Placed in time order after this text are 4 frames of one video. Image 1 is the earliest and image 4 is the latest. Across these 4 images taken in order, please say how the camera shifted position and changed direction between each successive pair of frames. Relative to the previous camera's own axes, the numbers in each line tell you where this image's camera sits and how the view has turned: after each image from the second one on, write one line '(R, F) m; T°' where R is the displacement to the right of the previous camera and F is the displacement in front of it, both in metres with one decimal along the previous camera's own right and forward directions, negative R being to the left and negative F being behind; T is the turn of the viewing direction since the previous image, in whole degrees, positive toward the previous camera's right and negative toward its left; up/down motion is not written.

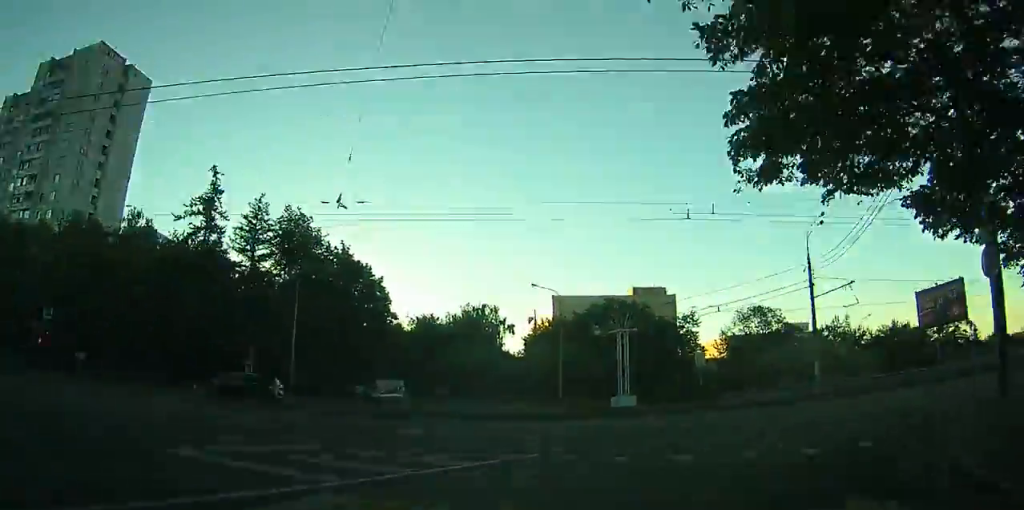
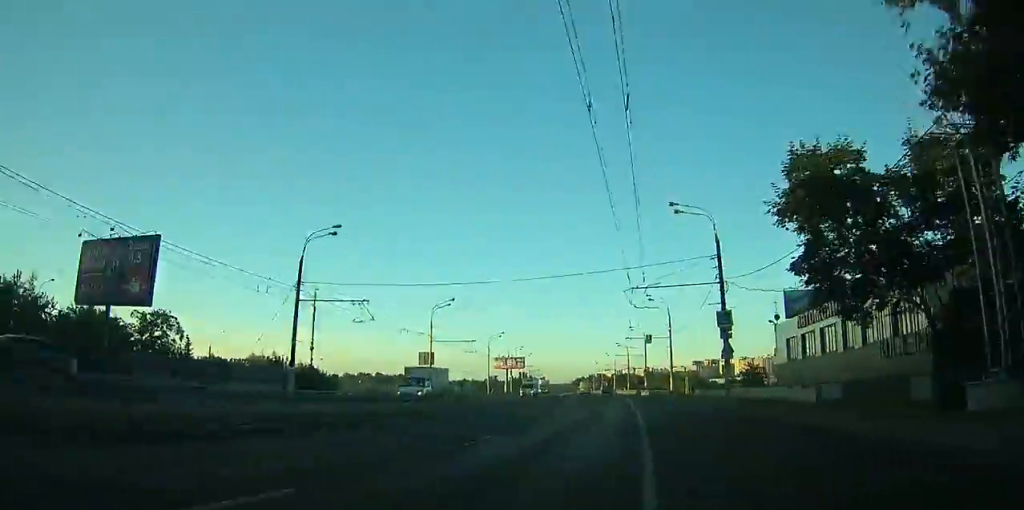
(+19.2, +18.8) m; +65°
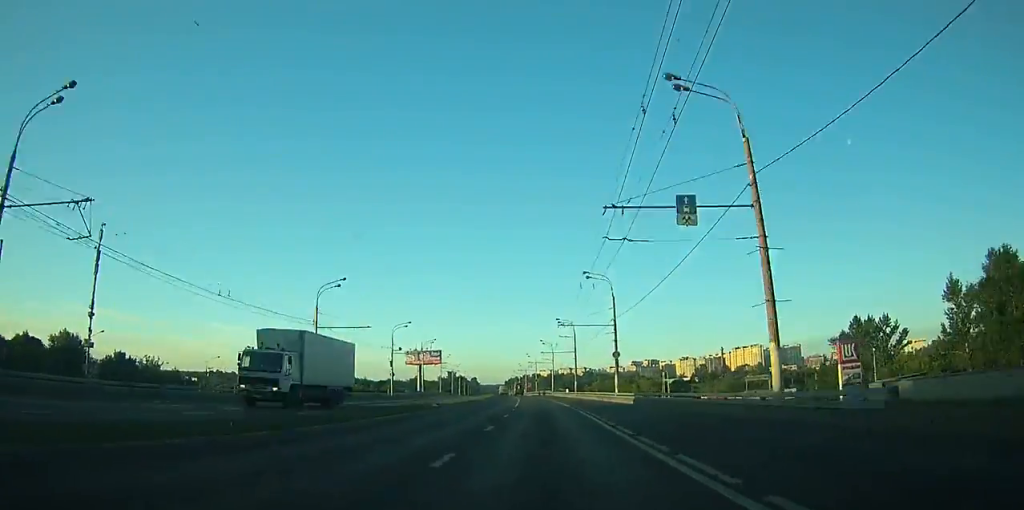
(+11.6, +49.1) m; +14°
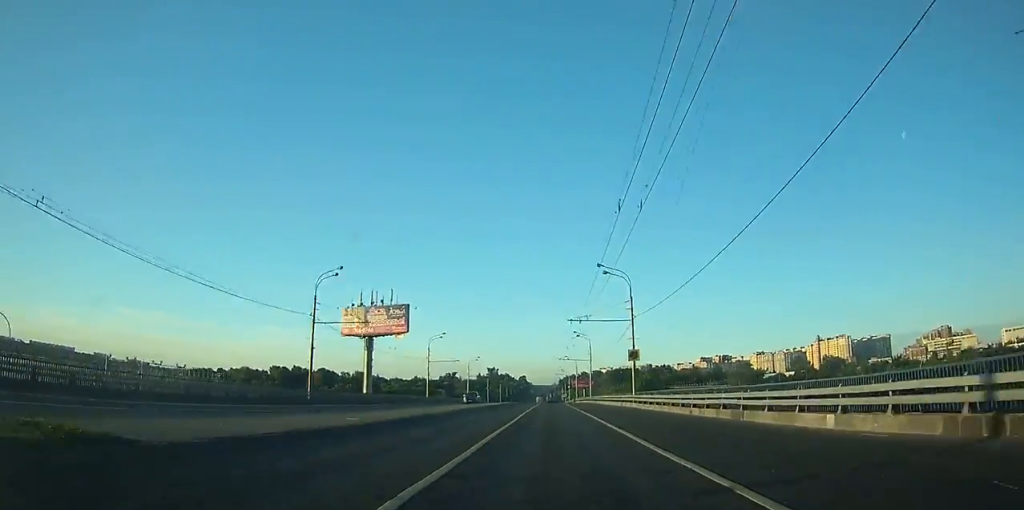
(-1.8, +115.9) m; -3°
